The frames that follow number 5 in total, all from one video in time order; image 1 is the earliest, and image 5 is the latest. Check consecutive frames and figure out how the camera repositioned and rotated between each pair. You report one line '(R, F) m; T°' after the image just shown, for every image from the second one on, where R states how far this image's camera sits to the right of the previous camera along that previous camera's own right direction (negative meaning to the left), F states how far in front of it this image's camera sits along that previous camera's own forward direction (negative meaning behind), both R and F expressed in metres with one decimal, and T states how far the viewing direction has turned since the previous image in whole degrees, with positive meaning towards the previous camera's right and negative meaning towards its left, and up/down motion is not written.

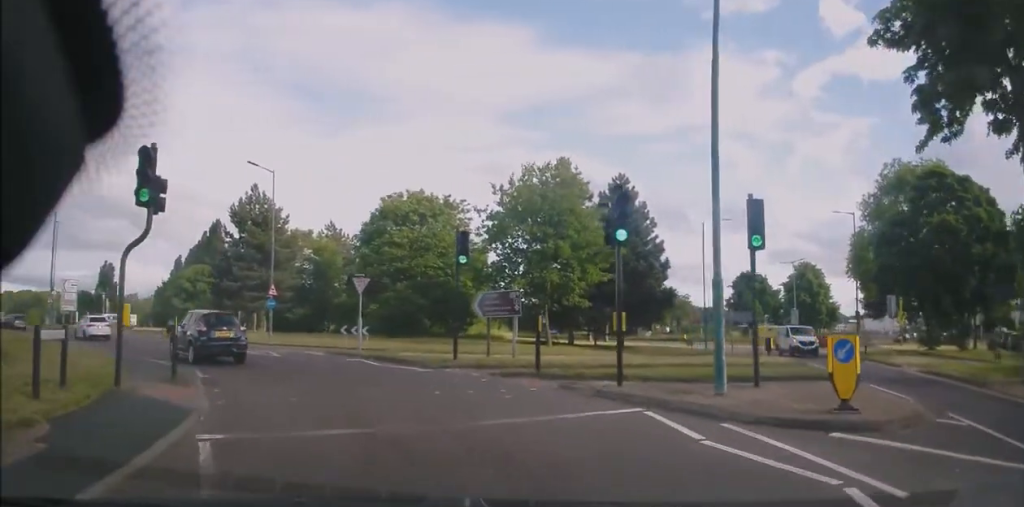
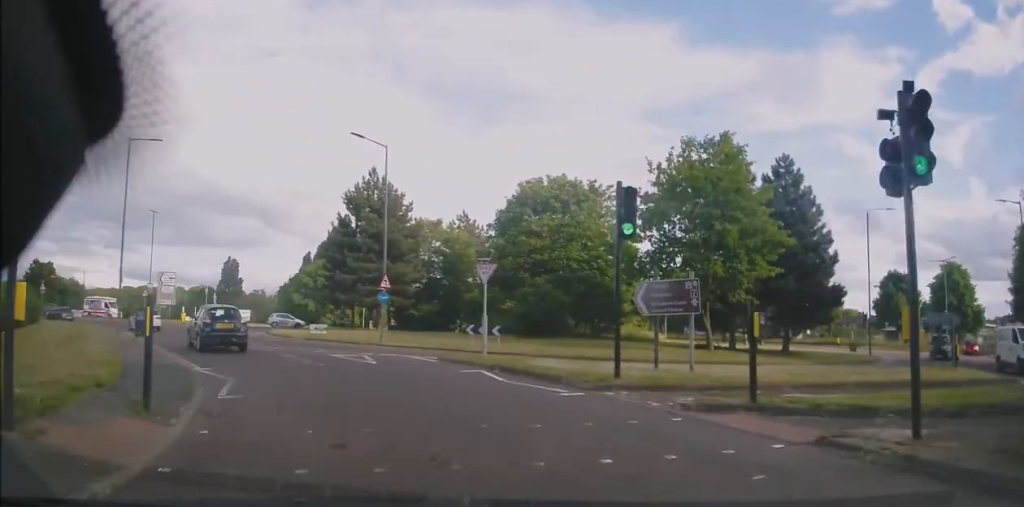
(-0.6, +5.7) m; -9°
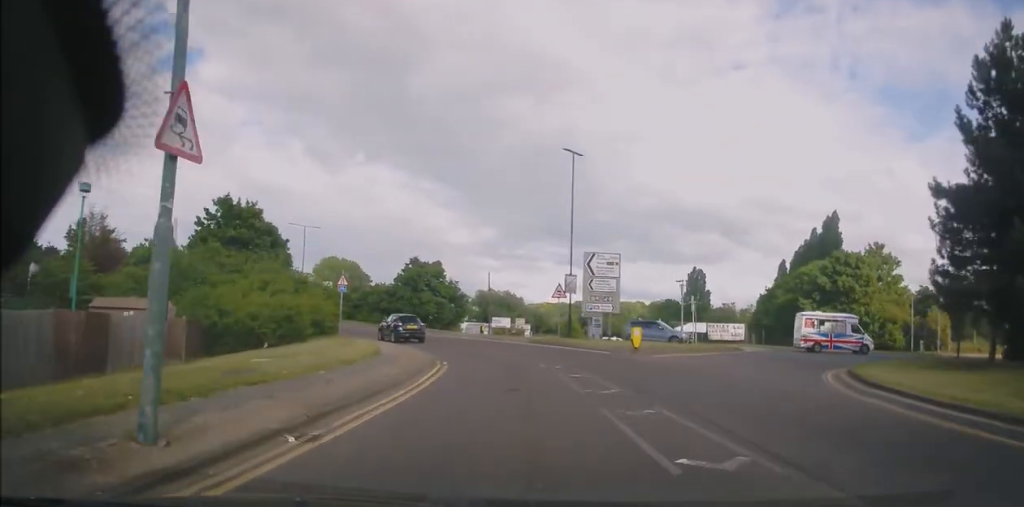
(-10.3, +26.4) m; -39°
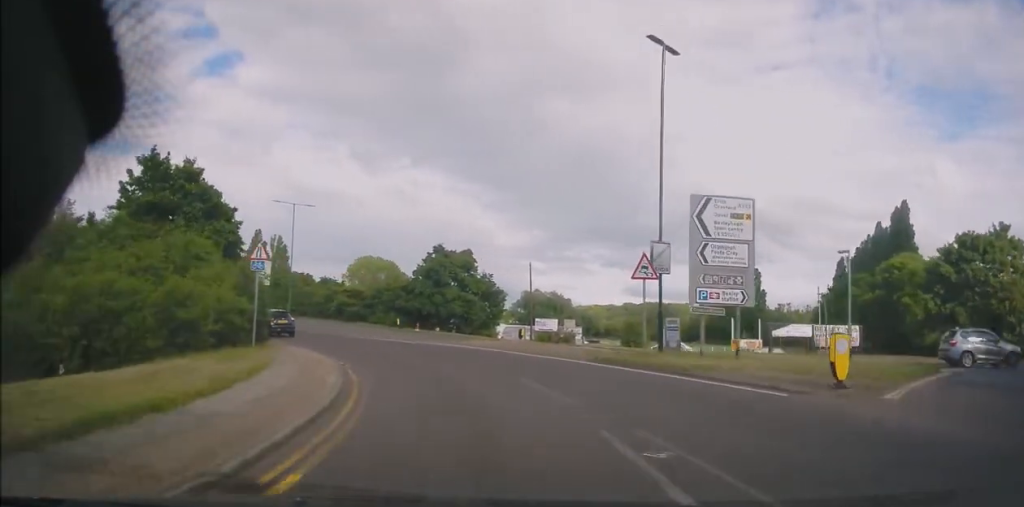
(-0.6, +14.5) m; -7°
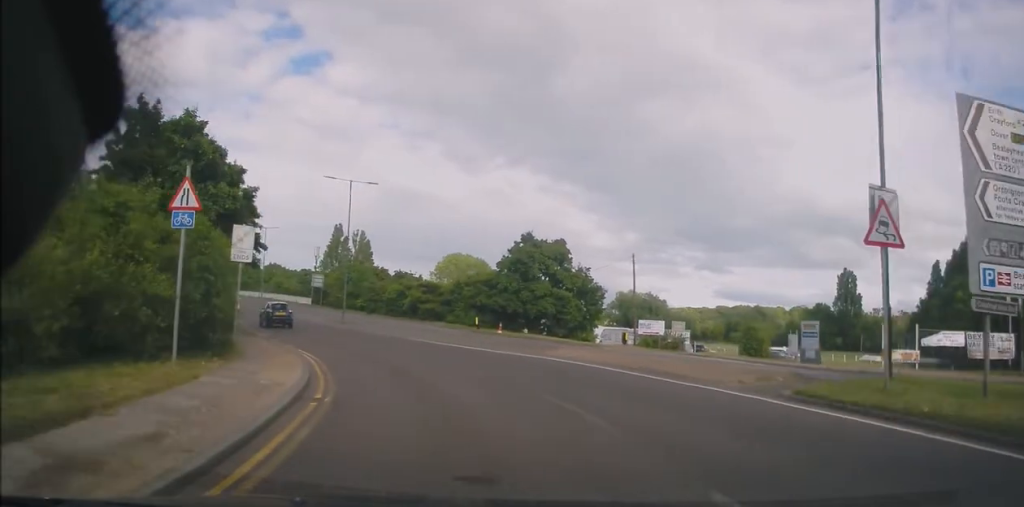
(-0.4, +8.7) m; -8°
